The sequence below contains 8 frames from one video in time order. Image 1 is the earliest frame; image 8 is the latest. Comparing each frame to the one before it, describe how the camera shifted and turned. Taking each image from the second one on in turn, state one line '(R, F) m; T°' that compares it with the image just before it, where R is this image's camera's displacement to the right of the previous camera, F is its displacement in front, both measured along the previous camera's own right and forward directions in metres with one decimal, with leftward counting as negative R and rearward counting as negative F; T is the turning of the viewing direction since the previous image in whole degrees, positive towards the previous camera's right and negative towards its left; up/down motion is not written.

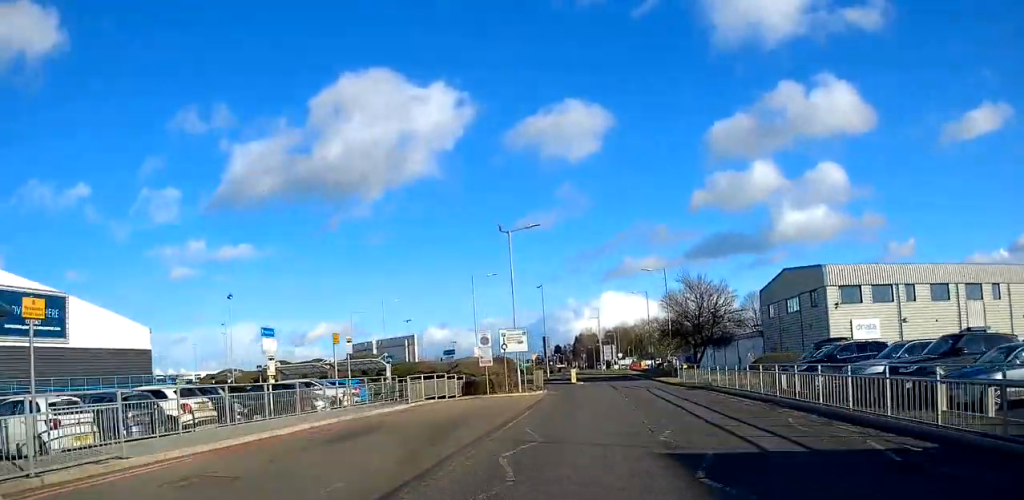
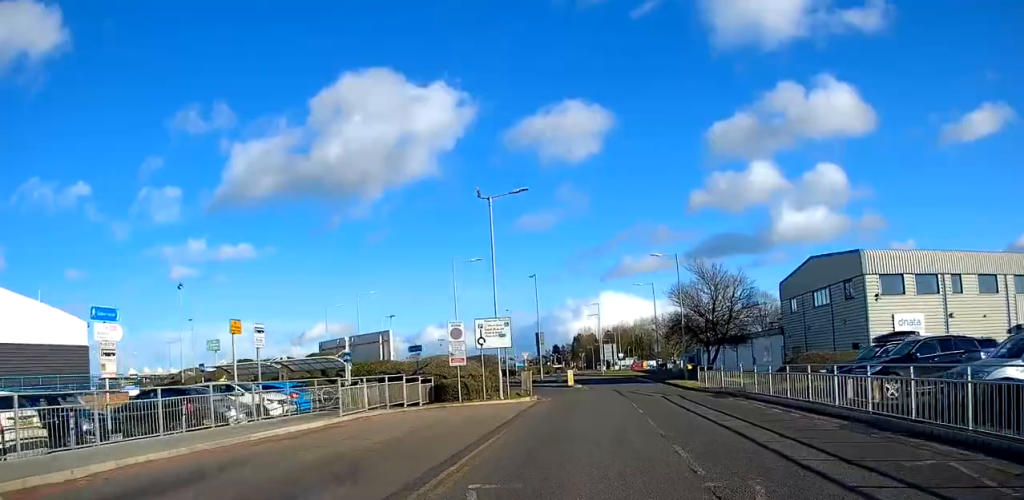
(+0.2, +6.8) m; +1°
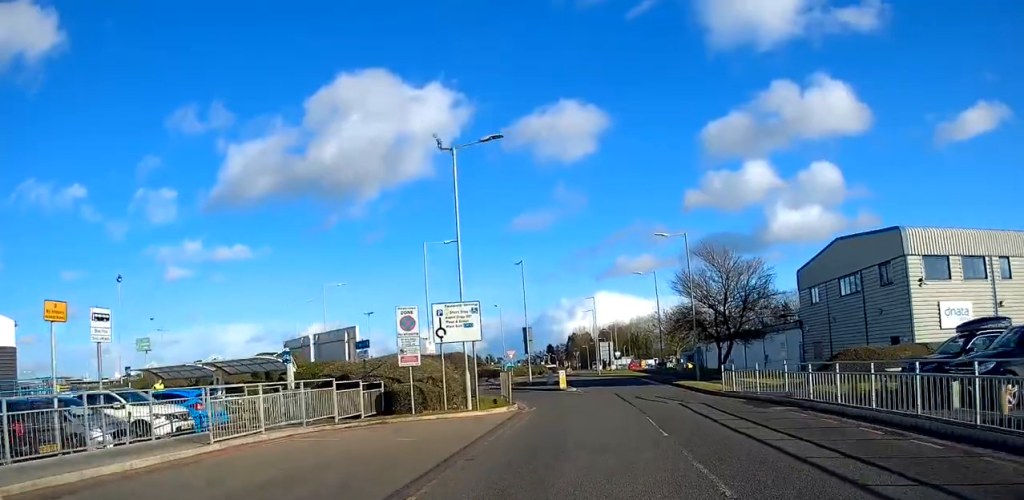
(0.0, +6.3) m; 0°
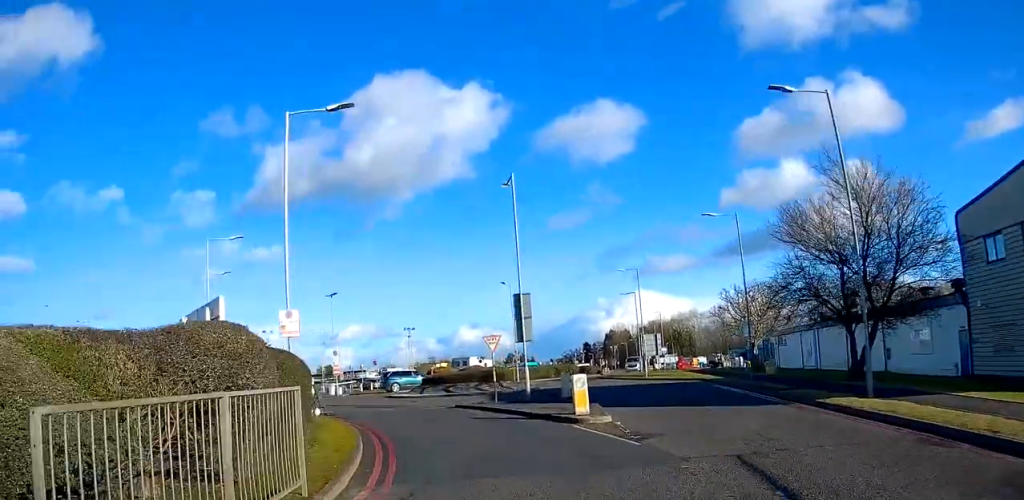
(-0.5, +20.3) m; -7°
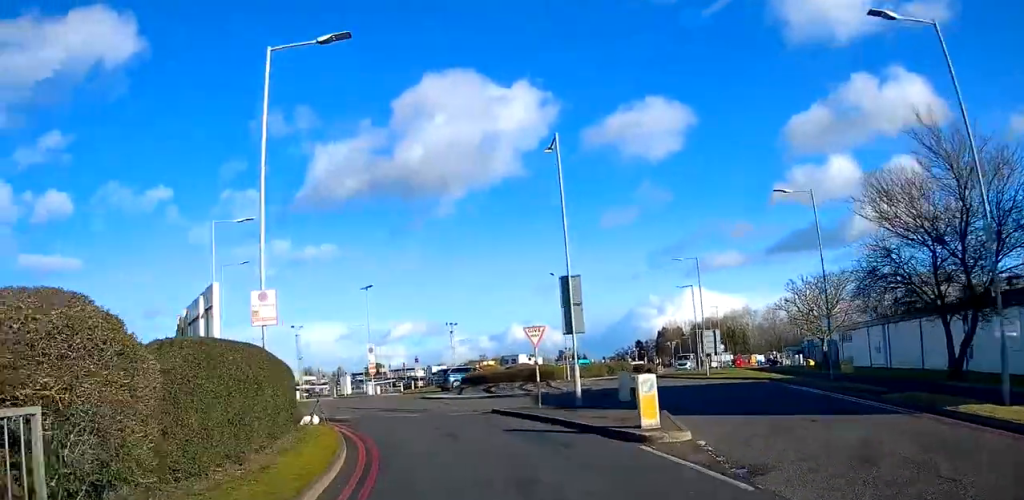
(+0.1, +4.3) m; -4°
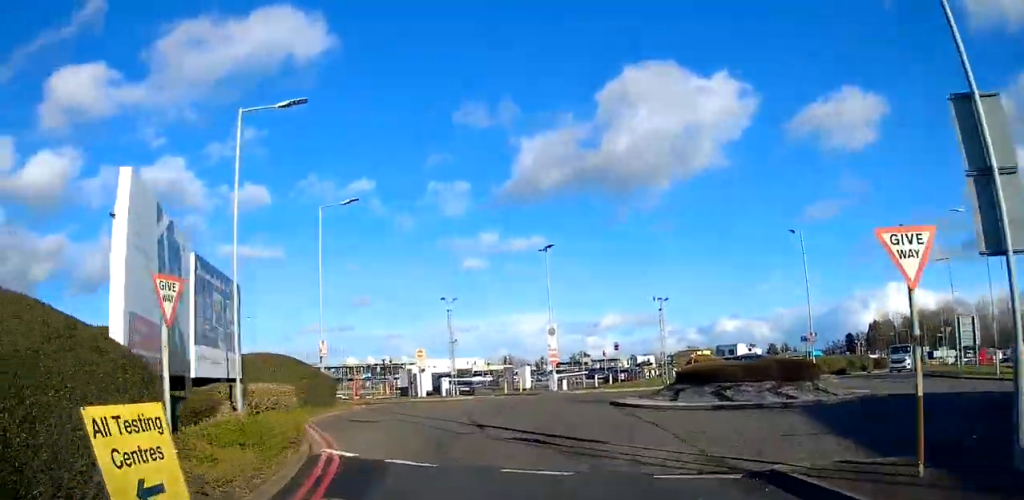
(-1.8, +13.4) m; -15°
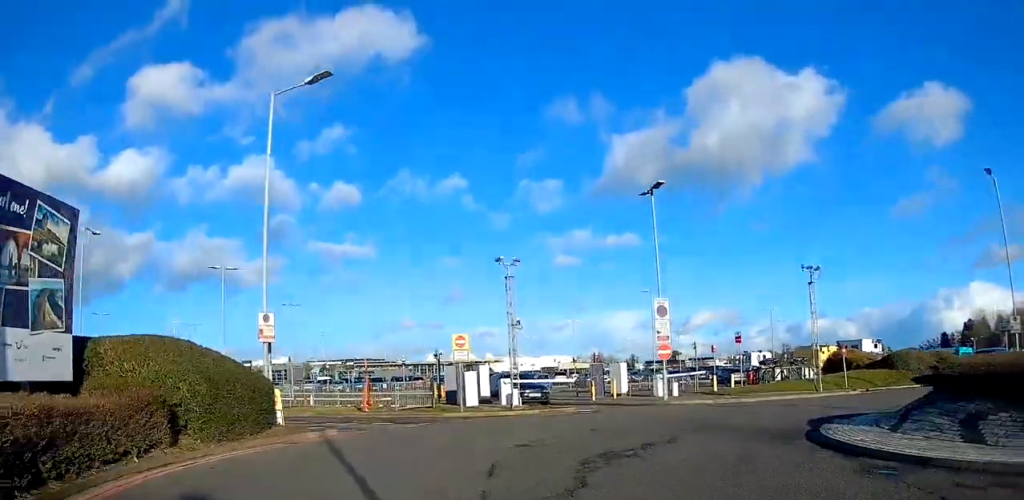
(-1.5, +12.4) m; -7°
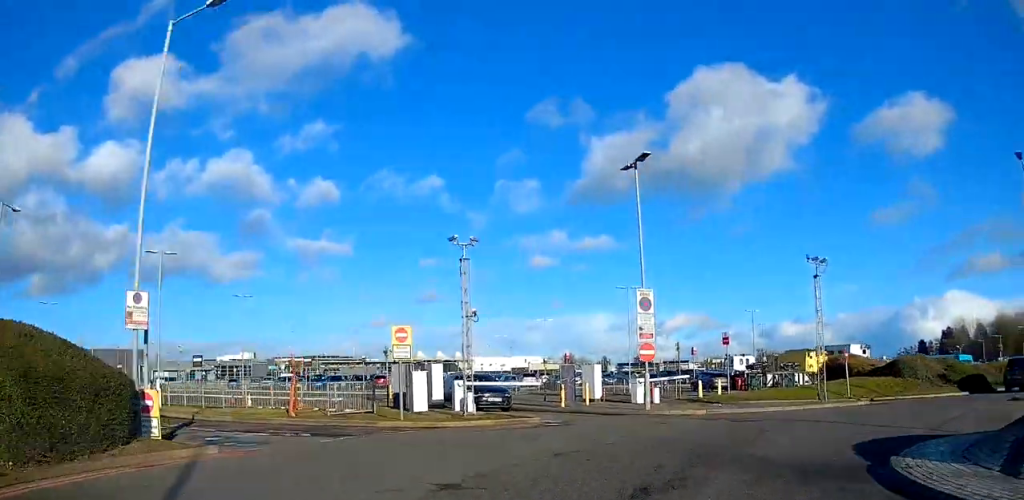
(-0.1, +4.3) m; +1°
